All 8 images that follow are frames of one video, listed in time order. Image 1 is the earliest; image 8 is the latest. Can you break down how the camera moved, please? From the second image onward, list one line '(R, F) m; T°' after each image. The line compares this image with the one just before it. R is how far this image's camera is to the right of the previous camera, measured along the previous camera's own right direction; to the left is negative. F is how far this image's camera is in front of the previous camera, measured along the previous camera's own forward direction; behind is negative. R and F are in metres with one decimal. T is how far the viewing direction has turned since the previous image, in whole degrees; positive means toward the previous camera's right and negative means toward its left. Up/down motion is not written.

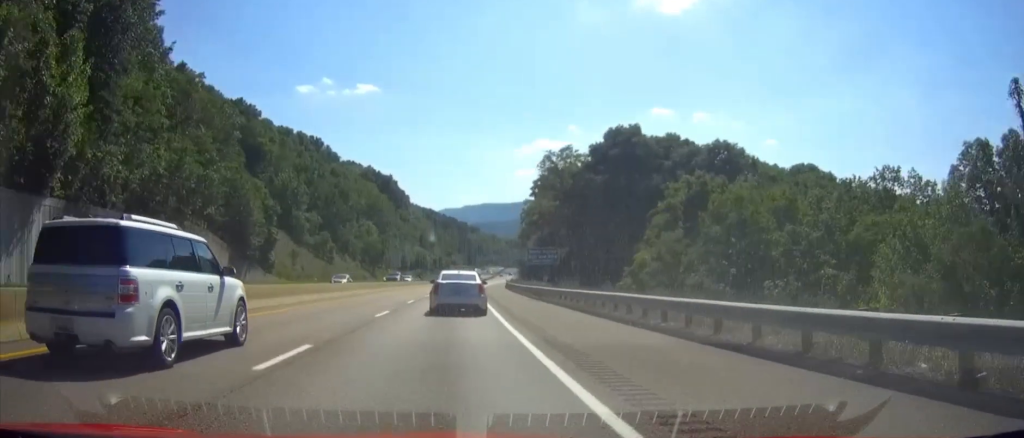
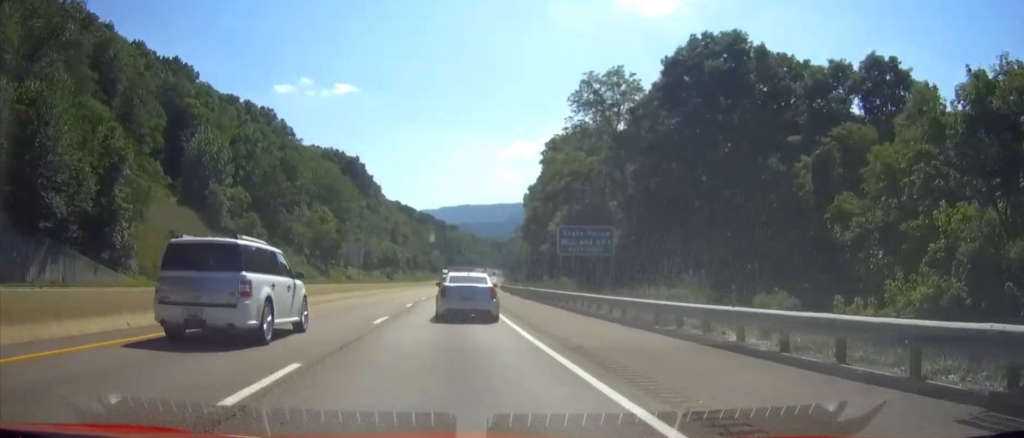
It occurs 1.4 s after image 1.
(0.0, +38.6) m; 0°
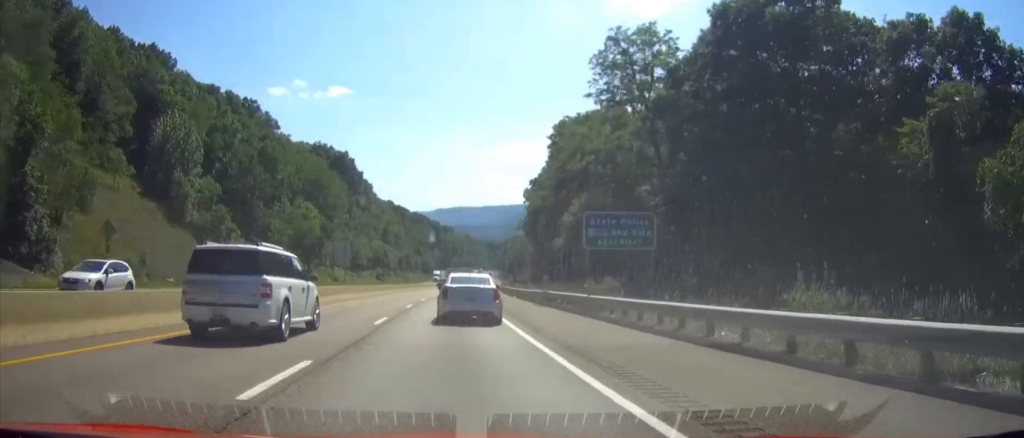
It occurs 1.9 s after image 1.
(0.0, +11.7) m; 0°
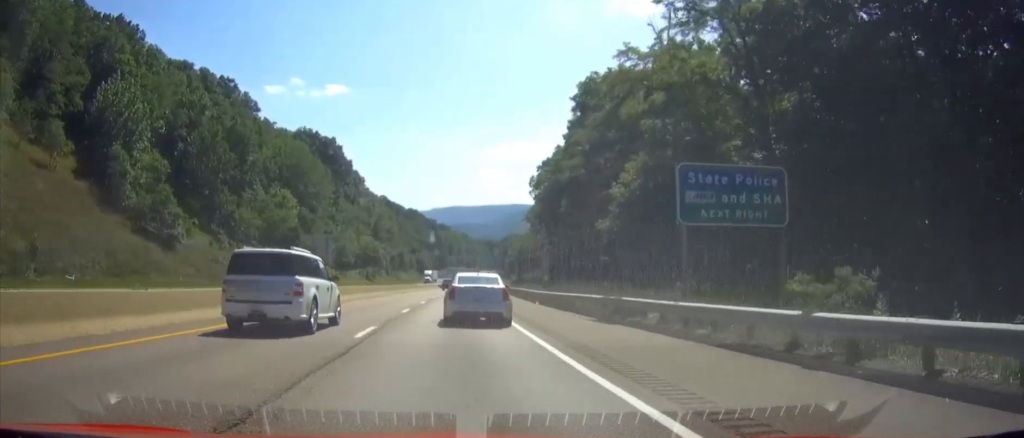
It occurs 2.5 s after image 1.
(0.0, +17.1) m; 0°
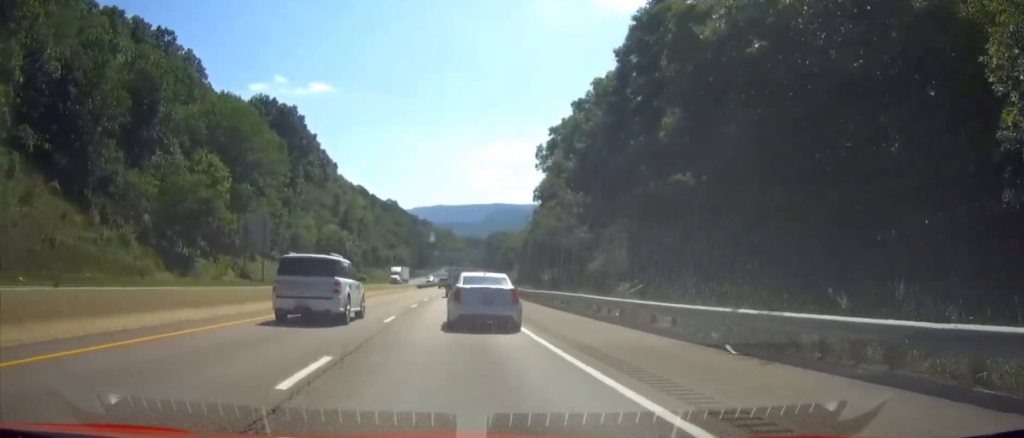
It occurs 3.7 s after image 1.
(0.0, +31.6) m; 0°
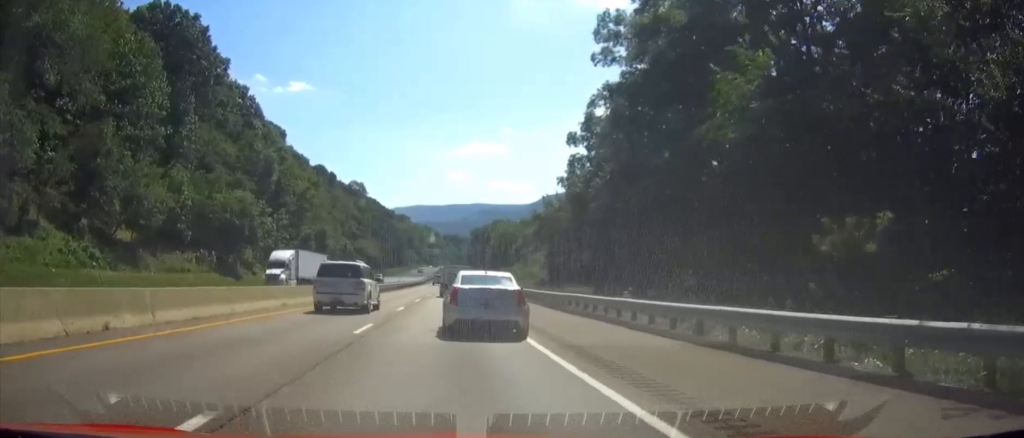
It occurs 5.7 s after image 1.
(0.0, +54.2) m; 0°
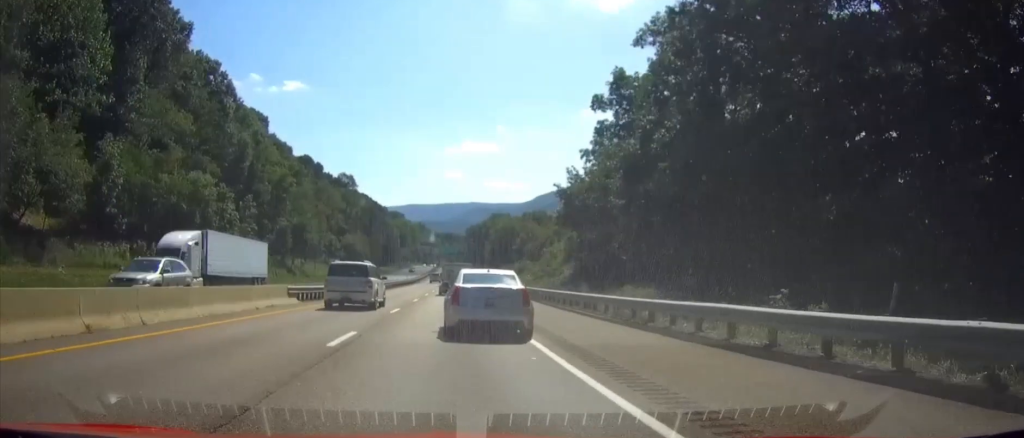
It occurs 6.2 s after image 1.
(0.0, +15.3) m; 0°
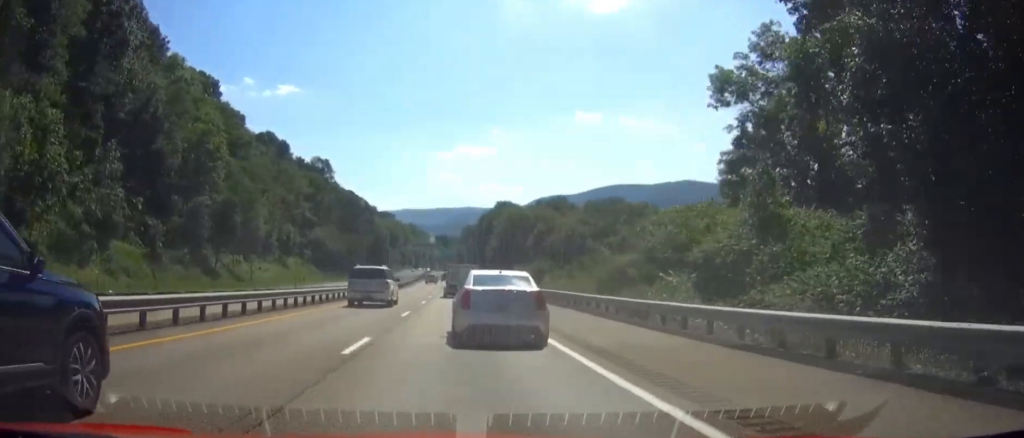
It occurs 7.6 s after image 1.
(+0.3, +37.9) m; +2°
